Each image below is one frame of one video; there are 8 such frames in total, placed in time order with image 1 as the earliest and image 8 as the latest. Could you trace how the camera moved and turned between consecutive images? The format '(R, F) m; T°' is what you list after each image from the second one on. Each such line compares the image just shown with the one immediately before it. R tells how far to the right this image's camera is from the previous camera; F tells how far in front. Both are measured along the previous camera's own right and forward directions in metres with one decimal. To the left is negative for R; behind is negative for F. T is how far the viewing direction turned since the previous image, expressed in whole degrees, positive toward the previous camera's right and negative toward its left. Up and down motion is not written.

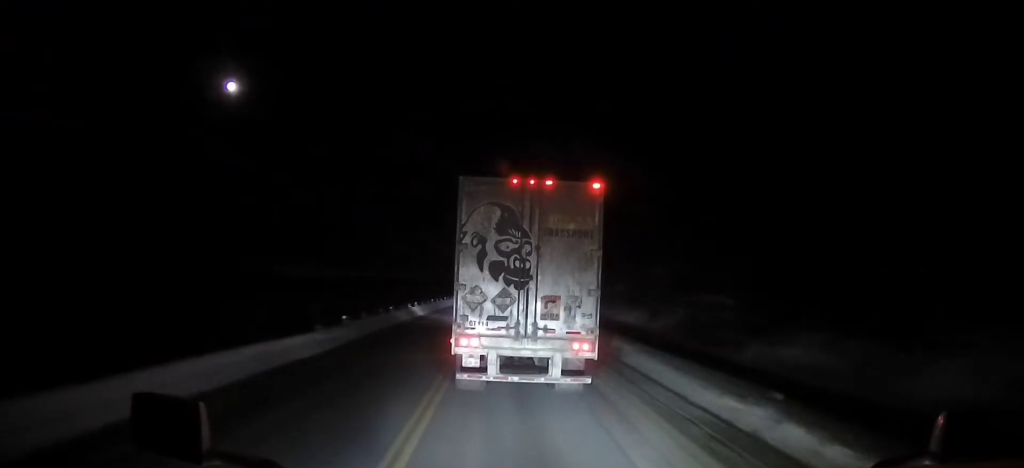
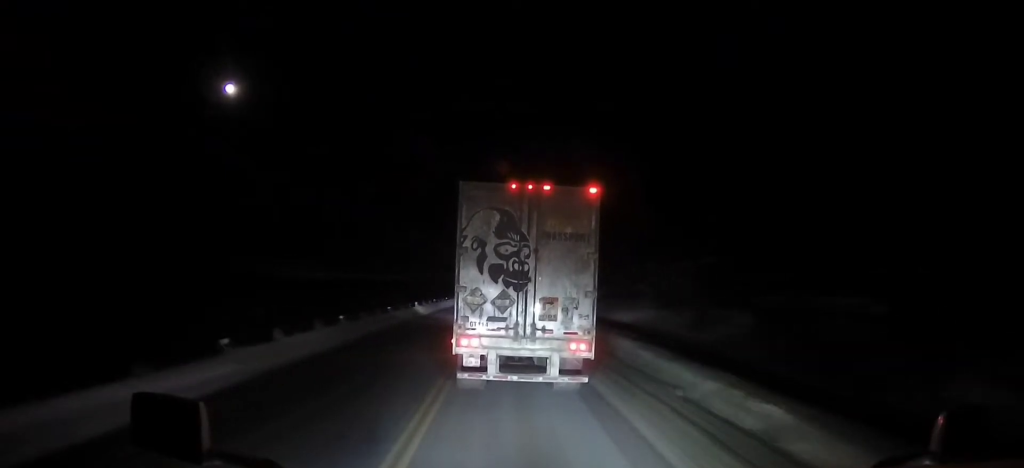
(-0.2, +11.3) m; -1°
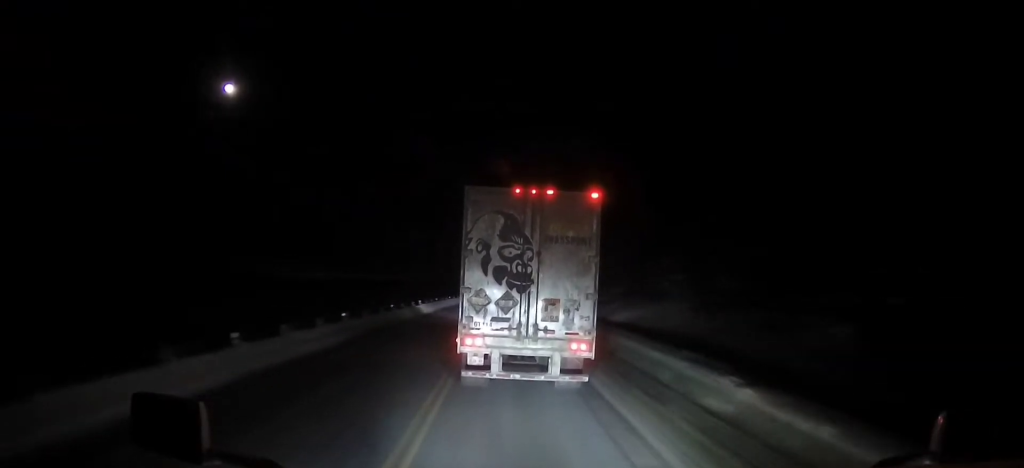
(-0.1, +10.2) m; -1°
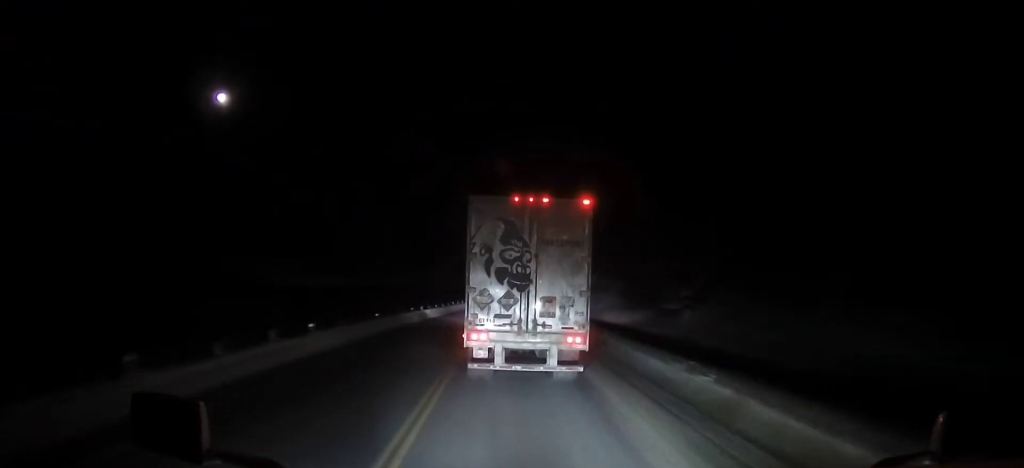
(+0.4, +26.2) m; +1°
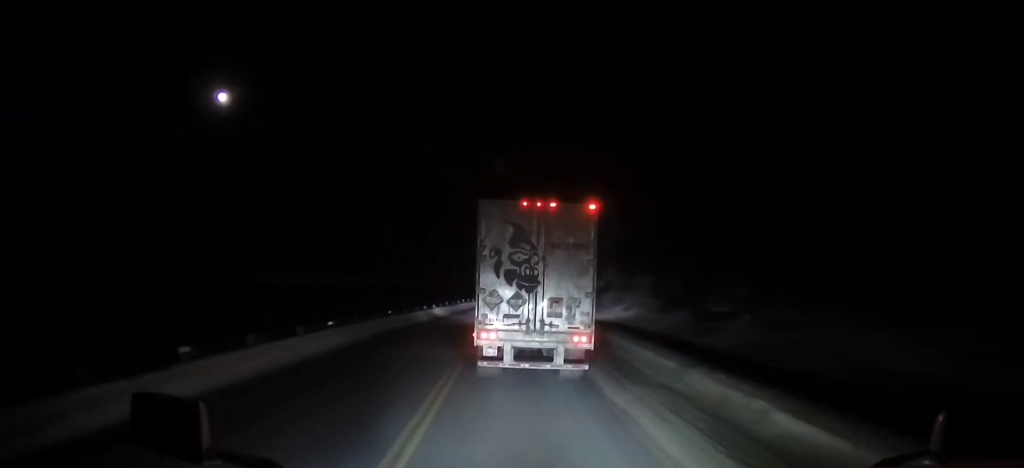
(-0.1, +9.1) m; 0°
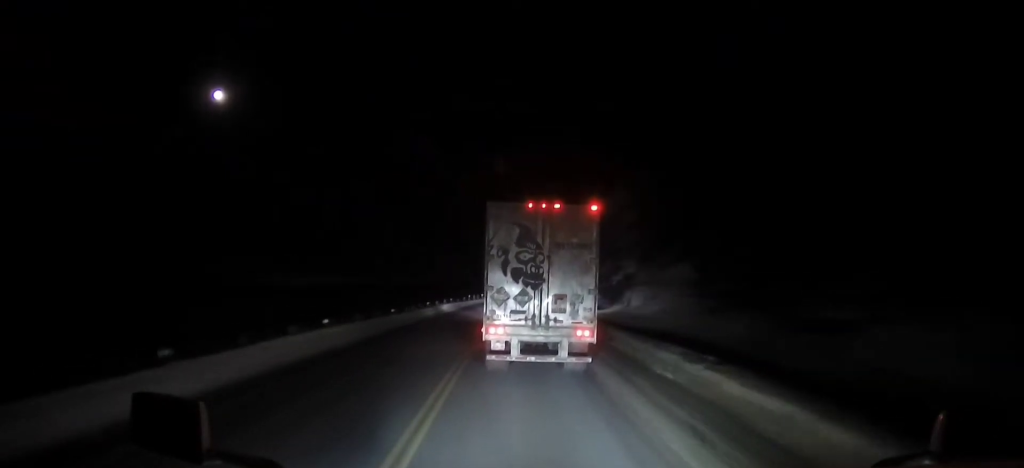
(-0.1, +11.7) m; 0°
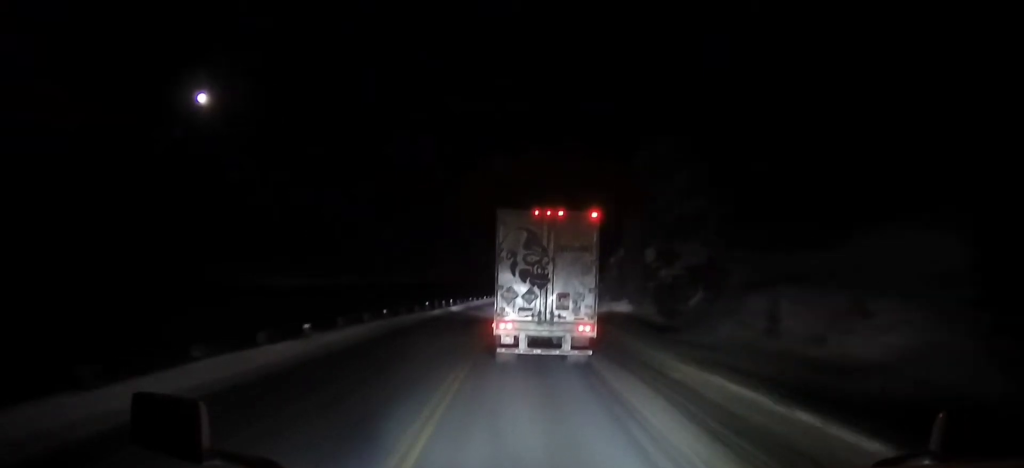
(0.0, +24.0) m; 0°
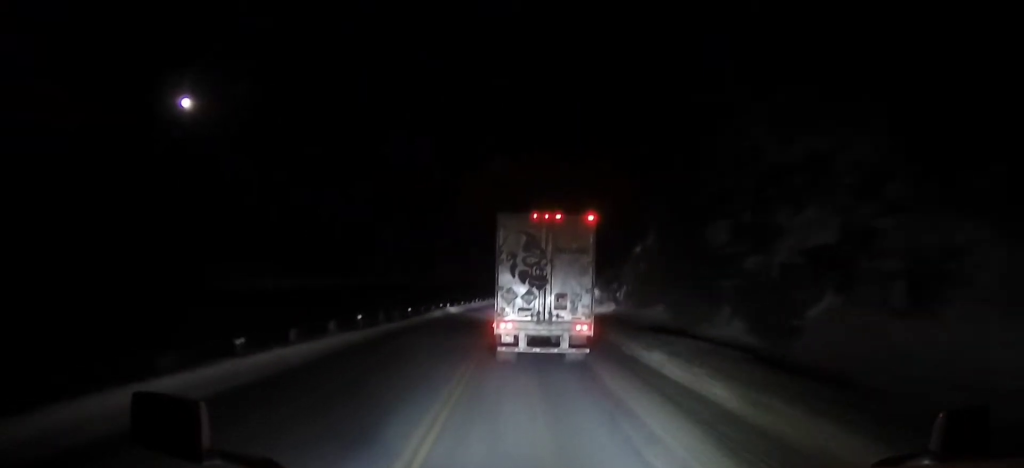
(+0.1, +15.1) m; +1°
